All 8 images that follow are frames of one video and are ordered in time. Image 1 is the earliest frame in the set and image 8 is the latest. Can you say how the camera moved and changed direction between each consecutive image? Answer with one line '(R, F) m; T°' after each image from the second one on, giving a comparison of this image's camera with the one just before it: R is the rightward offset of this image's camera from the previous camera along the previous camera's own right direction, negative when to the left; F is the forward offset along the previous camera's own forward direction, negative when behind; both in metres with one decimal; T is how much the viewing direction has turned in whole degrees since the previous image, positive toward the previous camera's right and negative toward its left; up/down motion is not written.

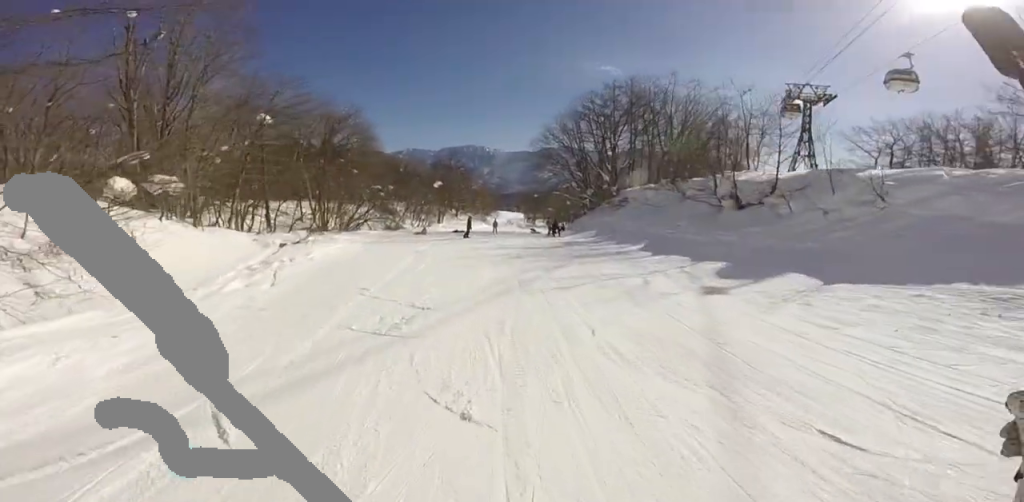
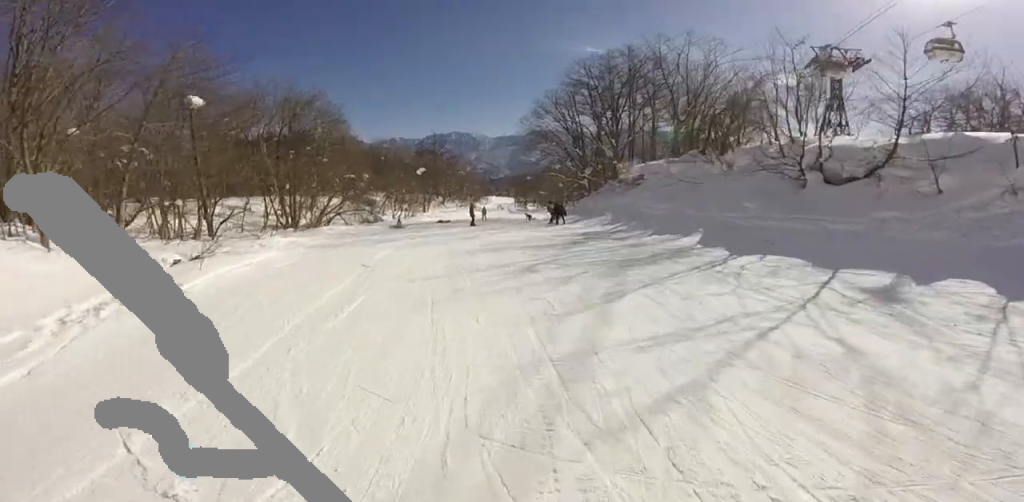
(0.0, +4.9) m; -5°
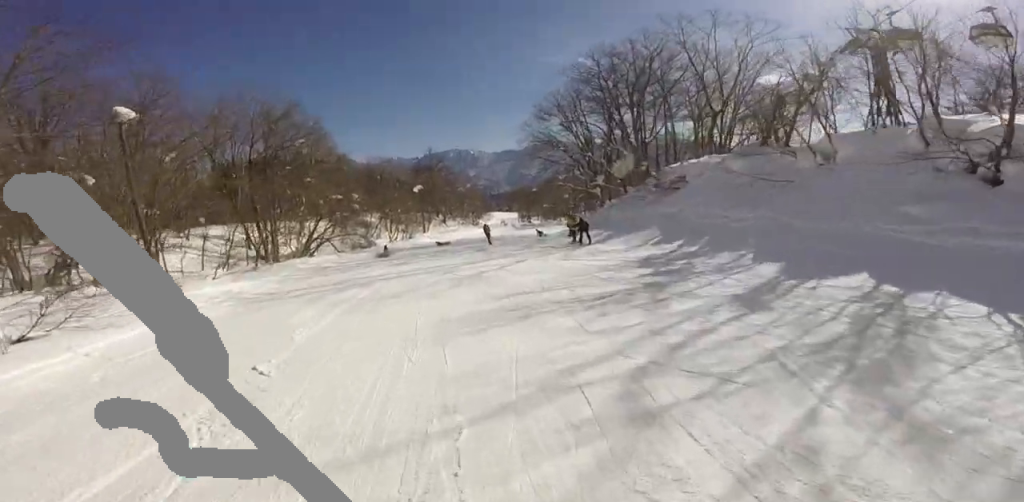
(0.0, +4.9) m; -9°
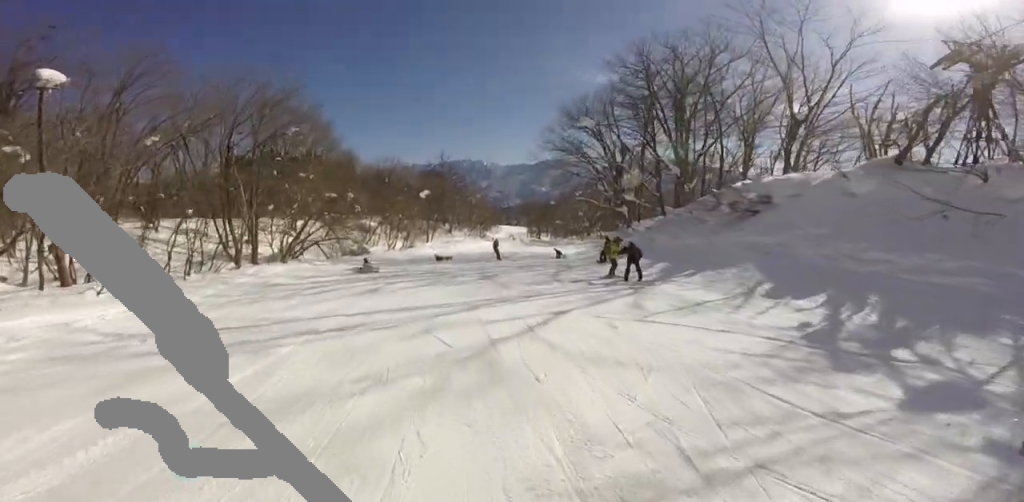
(-0.8, +5.5) m; -10°
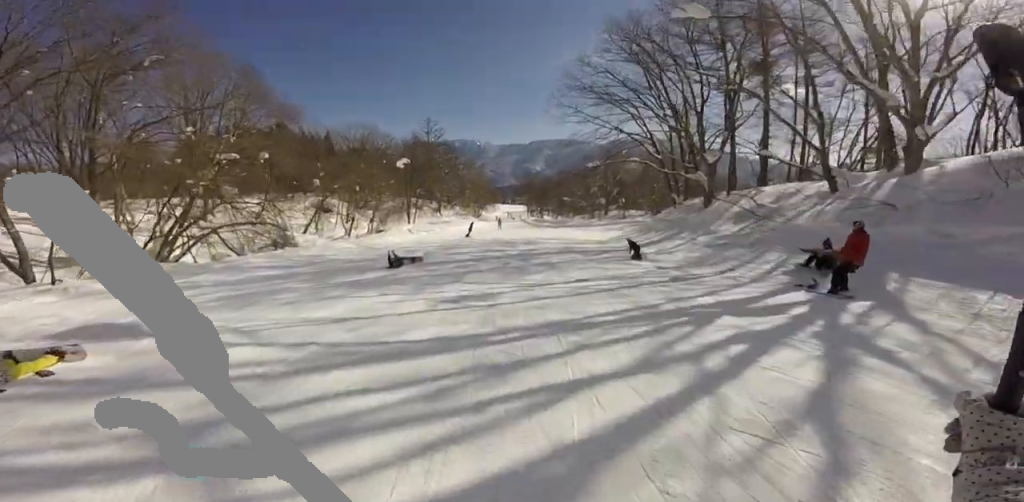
(+2.7, +15.1) m; +23°
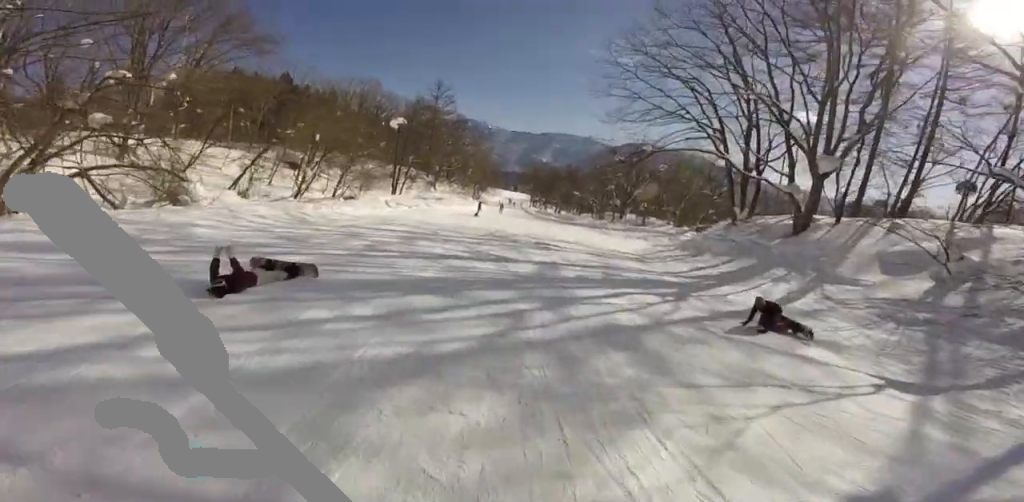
(0.0, +9.9) m; 0°
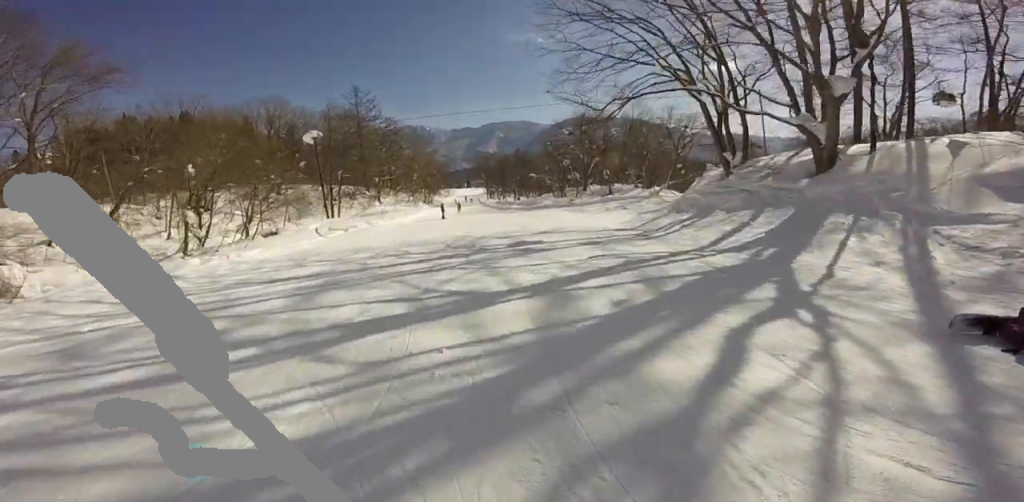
(0.0, +5.9) m; 0°
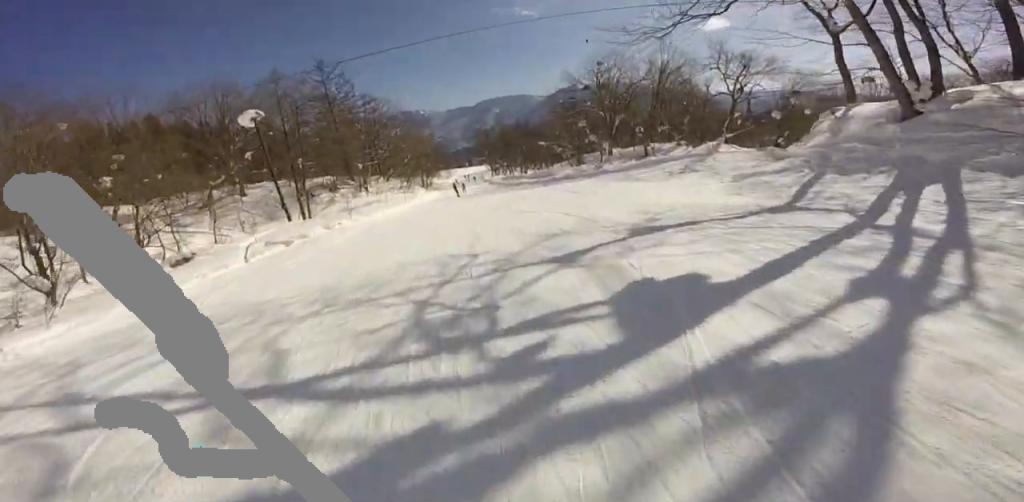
(0.0, +11.2) m; 0°
